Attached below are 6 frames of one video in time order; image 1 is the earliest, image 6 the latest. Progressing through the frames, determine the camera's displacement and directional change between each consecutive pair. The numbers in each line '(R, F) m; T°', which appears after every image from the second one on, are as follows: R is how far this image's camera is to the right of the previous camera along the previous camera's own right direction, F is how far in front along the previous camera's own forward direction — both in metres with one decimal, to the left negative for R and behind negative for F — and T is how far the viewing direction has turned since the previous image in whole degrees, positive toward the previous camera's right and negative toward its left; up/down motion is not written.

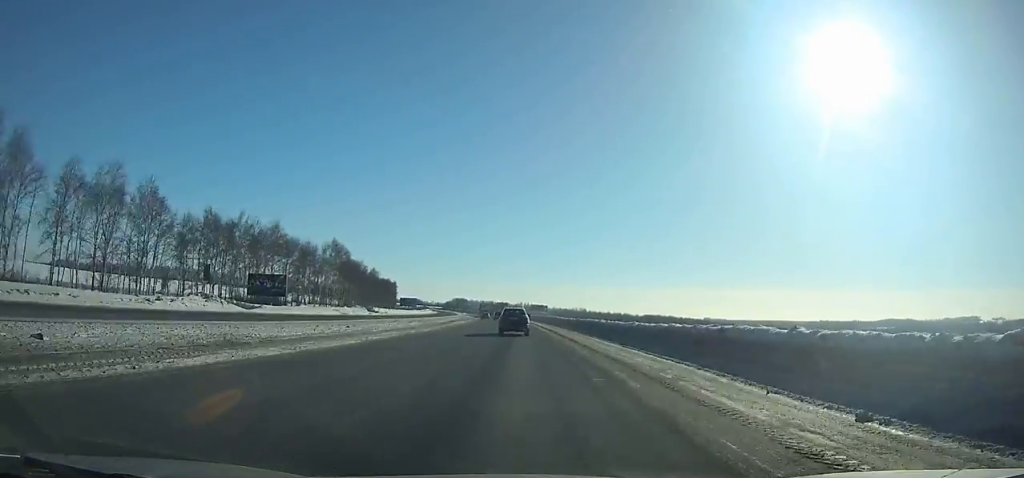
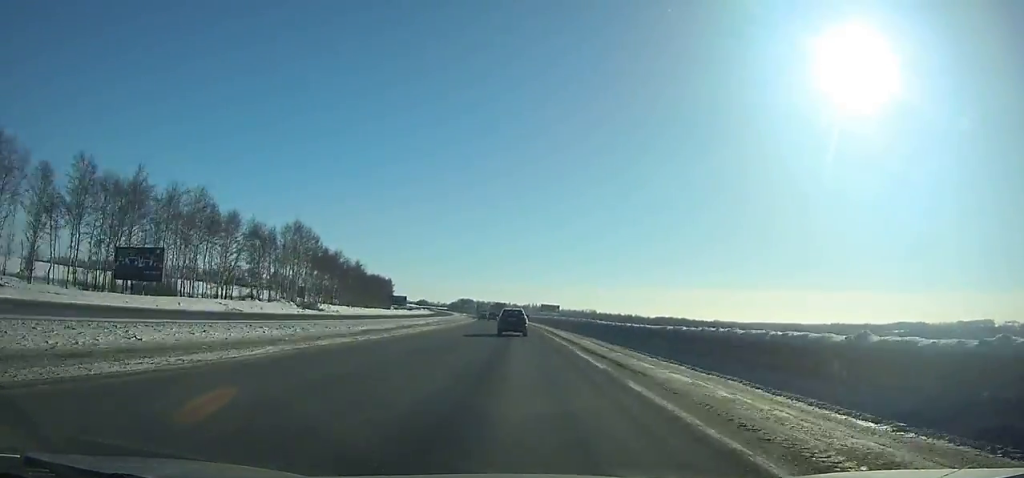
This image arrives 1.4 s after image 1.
(-0.4, +31.6) m; -1°
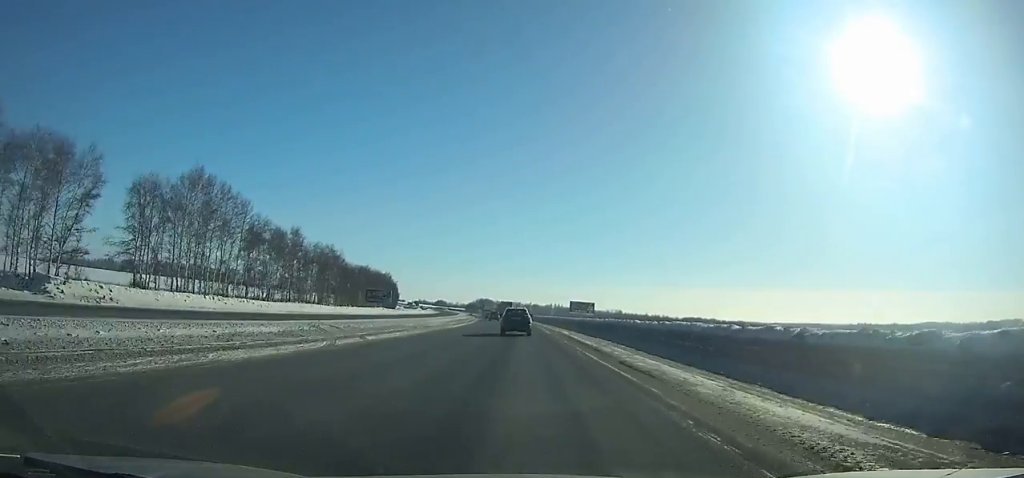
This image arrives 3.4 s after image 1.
(-0.2, +45.4) m; -2°
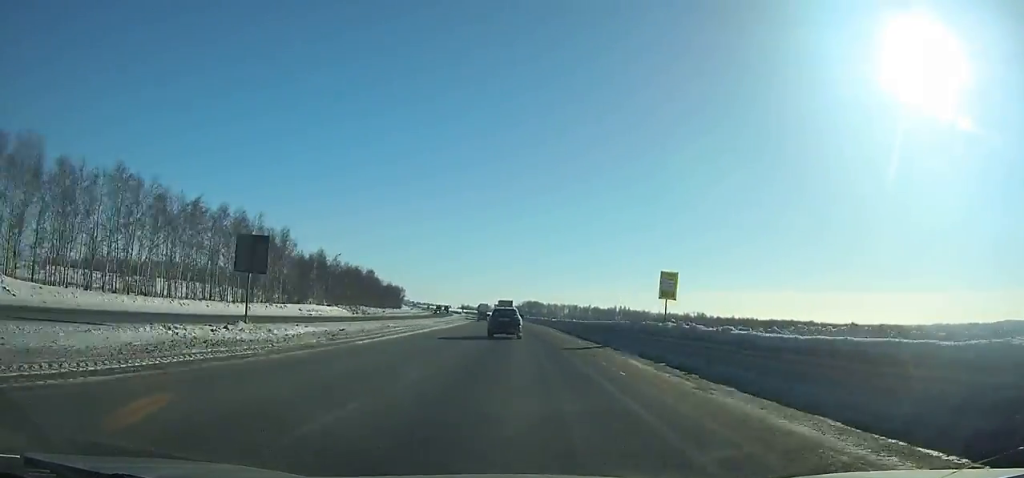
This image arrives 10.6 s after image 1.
(-7.8, +162.5) m; -5°
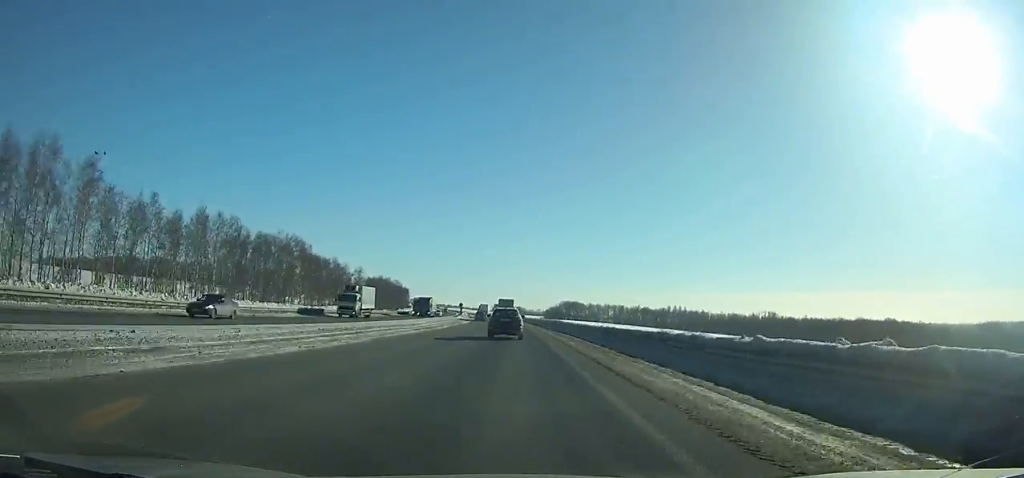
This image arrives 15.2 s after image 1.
(-3.1, +103.1) m; -4°
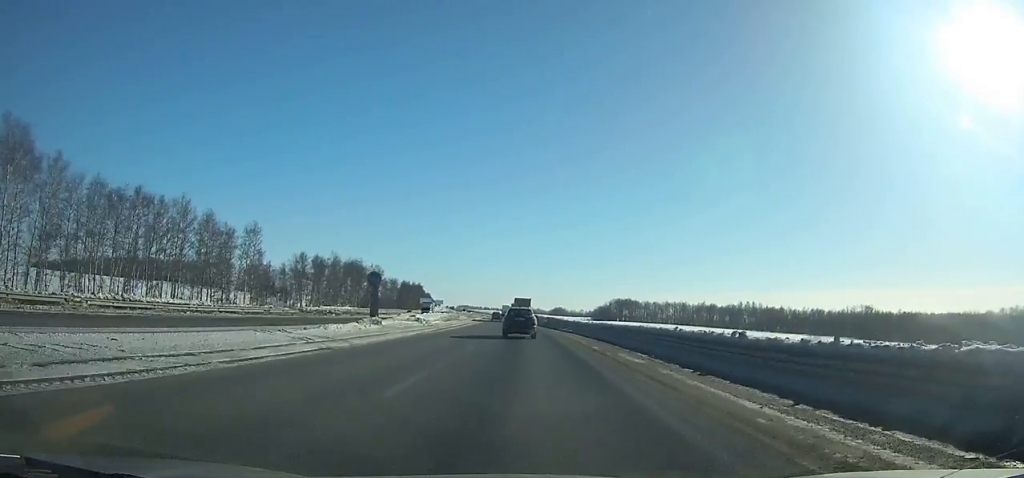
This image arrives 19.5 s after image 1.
(-3.3, +96.8) m; -3°
